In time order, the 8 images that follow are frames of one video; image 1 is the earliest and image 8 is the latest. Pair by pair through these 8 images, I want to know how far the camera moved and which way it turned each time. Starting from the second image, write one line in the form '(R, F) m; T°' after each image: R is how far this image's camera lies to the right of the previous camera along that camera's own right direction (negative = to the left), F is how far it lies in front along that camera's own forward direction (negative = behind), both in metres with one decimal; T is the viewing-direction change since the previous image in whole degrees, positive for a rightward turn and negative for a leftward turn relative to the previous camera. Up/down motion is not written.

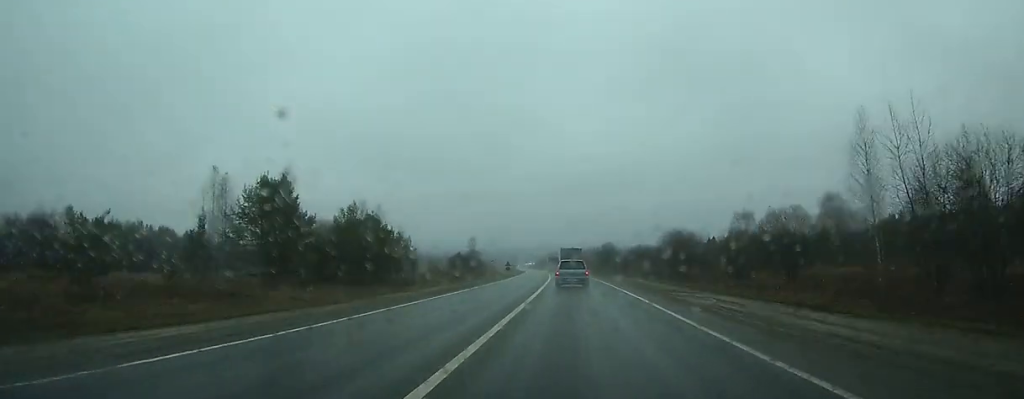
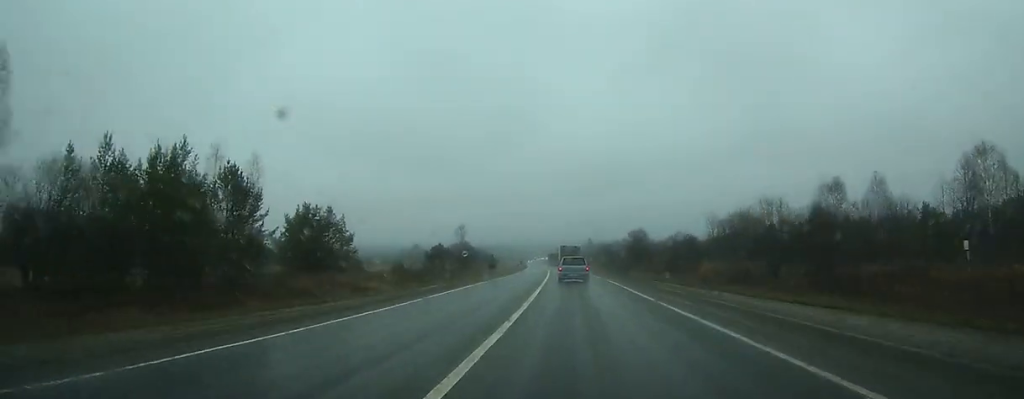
(-0.4, +42.9) m; -1°
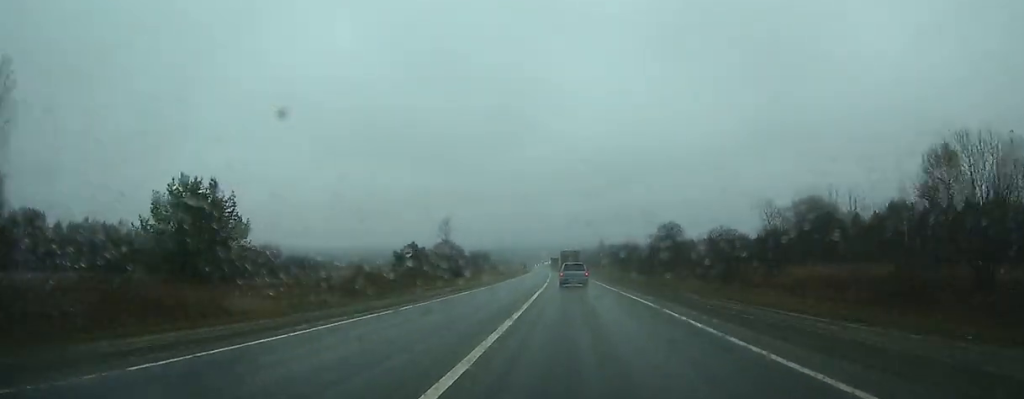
(-0.4, +30.0) m; -1°
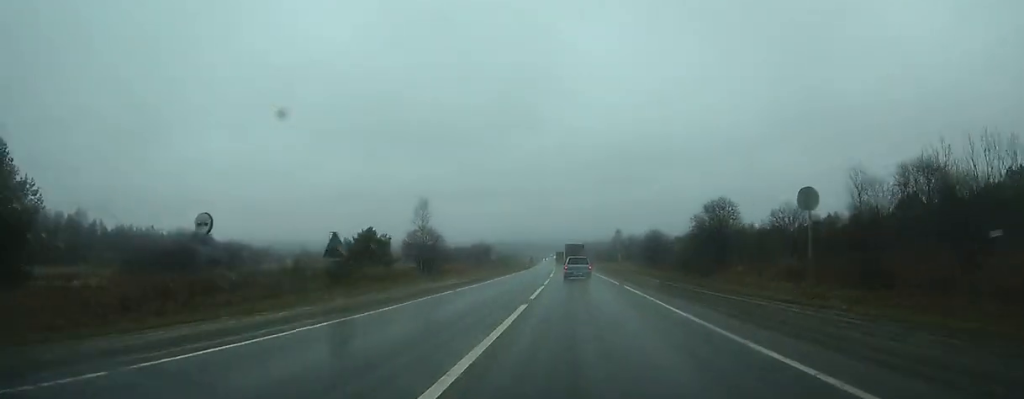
(-0.2, +27.2) m; -1°
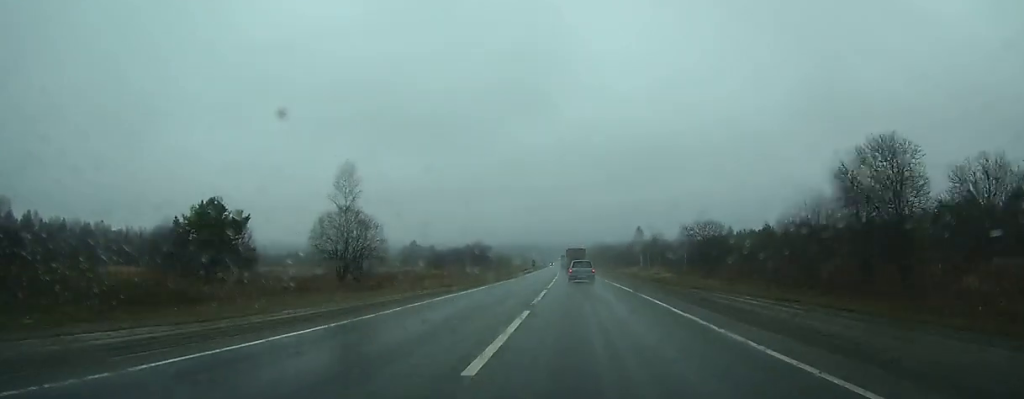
(-0.5, +36.7) m; -1°
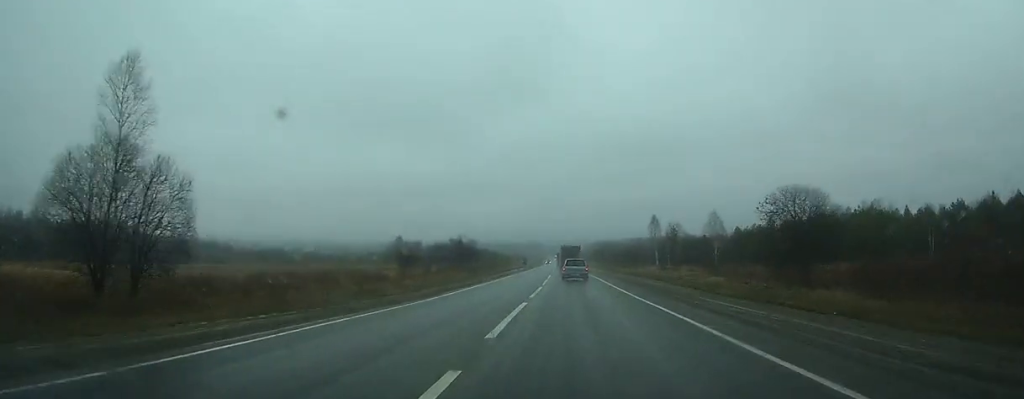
(-0.2, +32.6) m; 0°
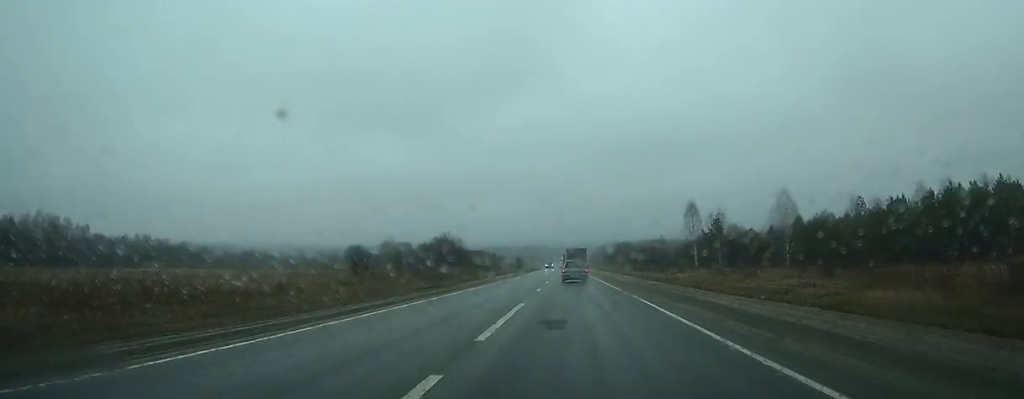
(-0.1, +36.0) m; 0°
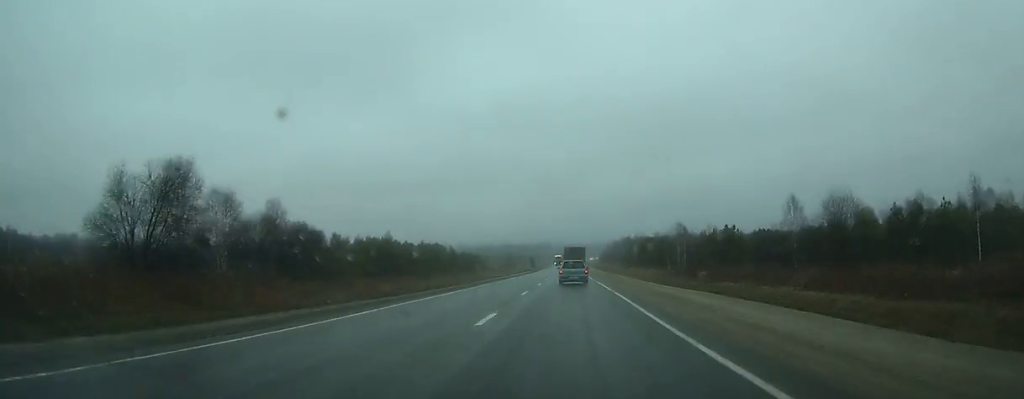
(-0.5, +109.8) m; -1°
